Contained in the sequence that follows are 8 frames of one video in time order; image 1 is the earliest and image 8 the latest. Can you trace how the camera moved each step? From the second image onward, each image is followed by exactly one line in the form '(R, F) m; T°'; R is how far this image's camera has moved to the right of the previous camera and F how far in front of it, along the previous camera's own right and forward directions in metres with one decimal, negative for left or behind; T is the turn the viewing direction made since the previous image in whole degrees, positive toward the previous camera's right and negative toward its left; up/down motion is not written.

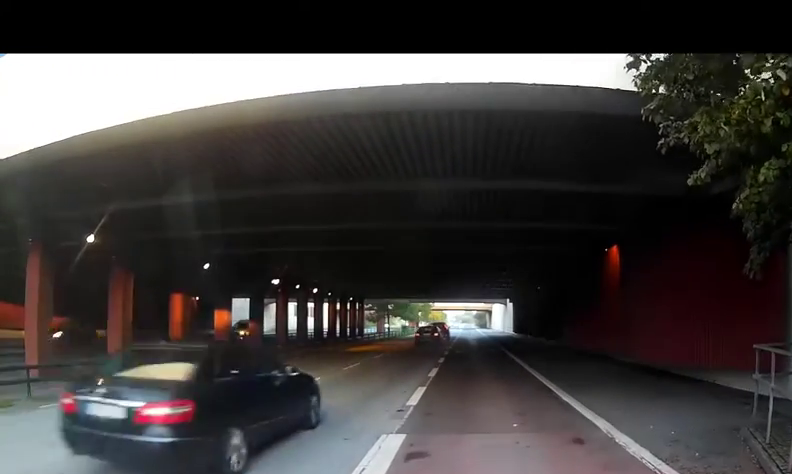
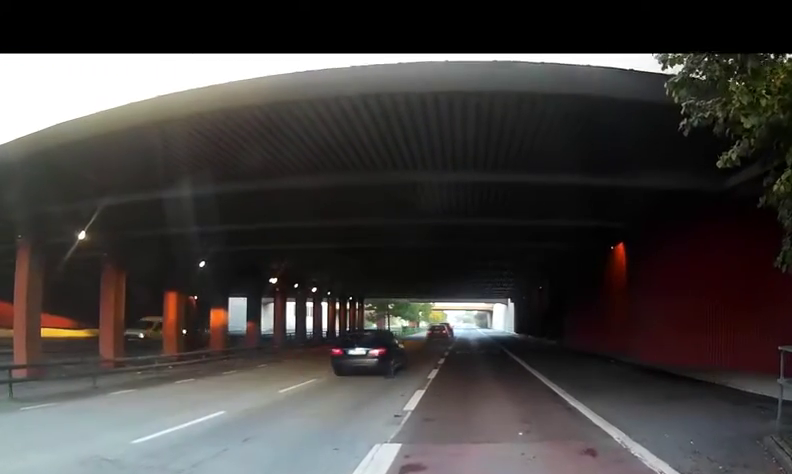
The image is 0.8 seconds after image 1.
(+0.1, +1.3) m; +4°
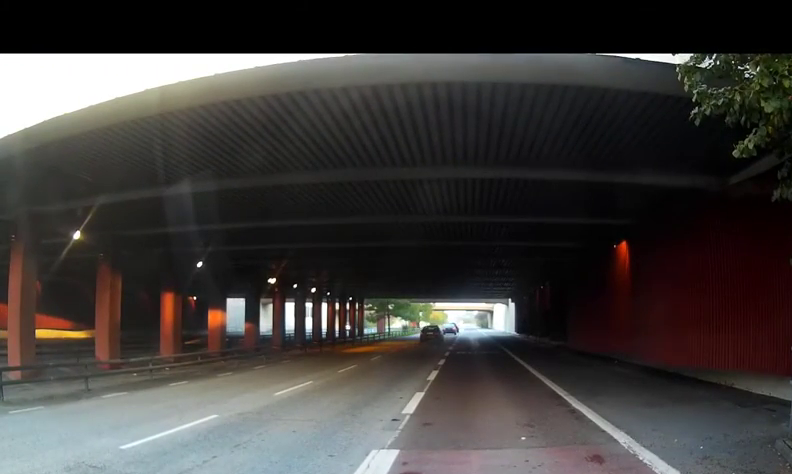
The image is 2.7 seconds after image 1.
(-0.2, +1.1) m; 0°
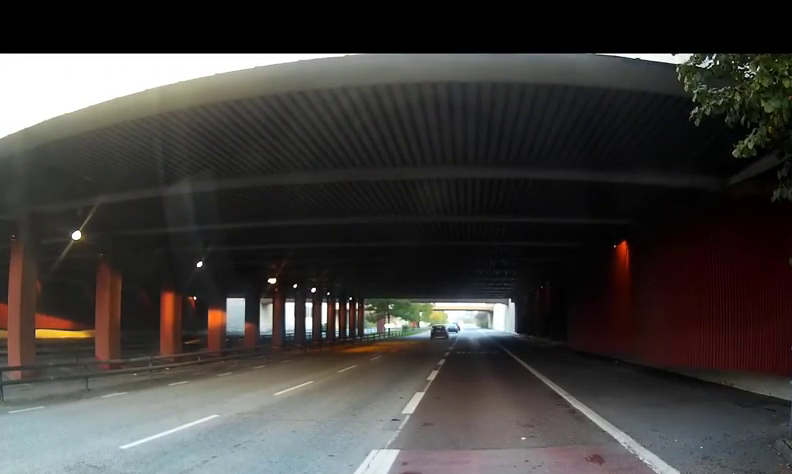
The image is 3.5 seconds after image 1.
(-0.1, +0.4) m; 0°
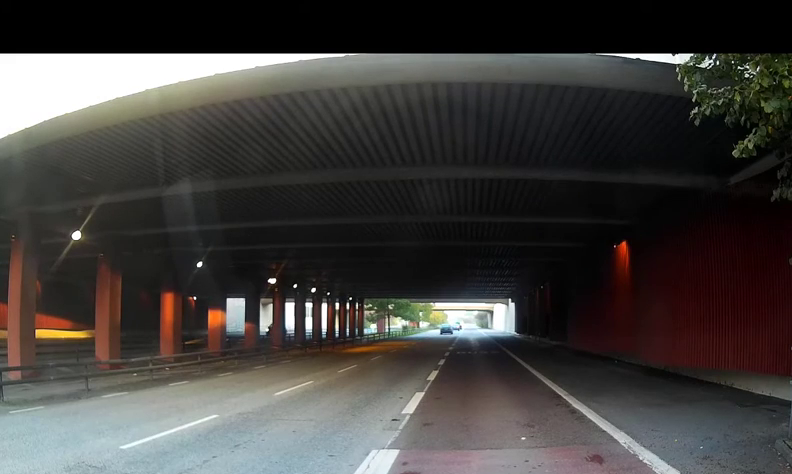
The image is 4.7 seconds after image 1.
(-0.1, +0.5) m; 0°
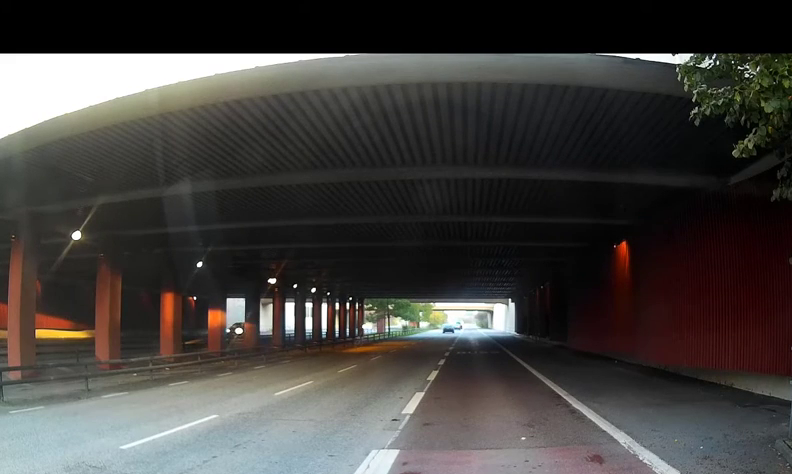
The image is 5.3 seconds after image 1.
(0.0, 0.0) m; 0°
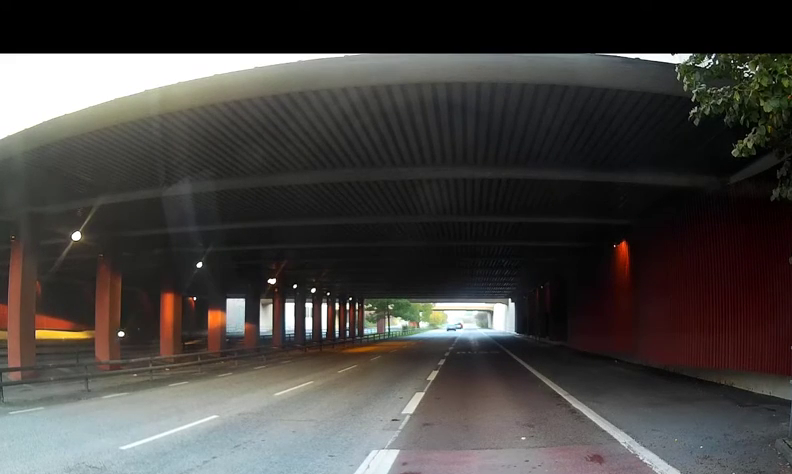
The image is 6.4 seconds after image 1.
(-0.1, +0.2) m; 0°
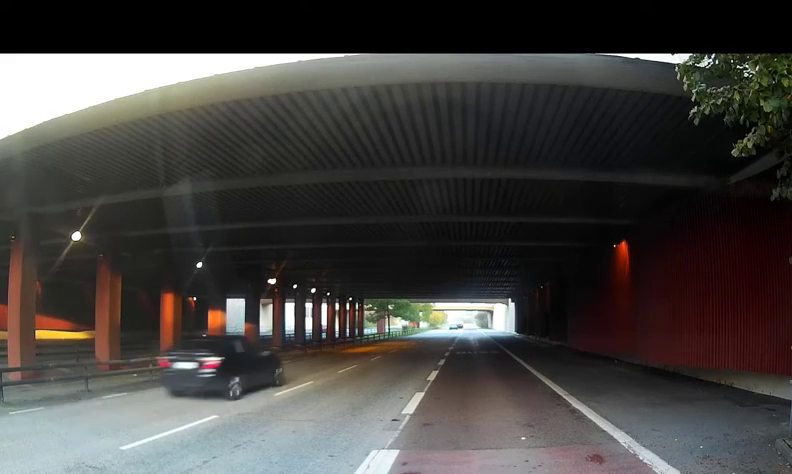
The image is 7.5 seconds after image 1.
(0.0, 0.0) m; 0°
